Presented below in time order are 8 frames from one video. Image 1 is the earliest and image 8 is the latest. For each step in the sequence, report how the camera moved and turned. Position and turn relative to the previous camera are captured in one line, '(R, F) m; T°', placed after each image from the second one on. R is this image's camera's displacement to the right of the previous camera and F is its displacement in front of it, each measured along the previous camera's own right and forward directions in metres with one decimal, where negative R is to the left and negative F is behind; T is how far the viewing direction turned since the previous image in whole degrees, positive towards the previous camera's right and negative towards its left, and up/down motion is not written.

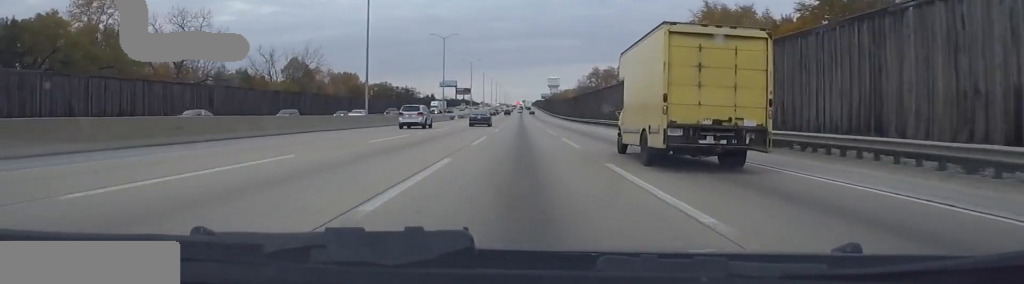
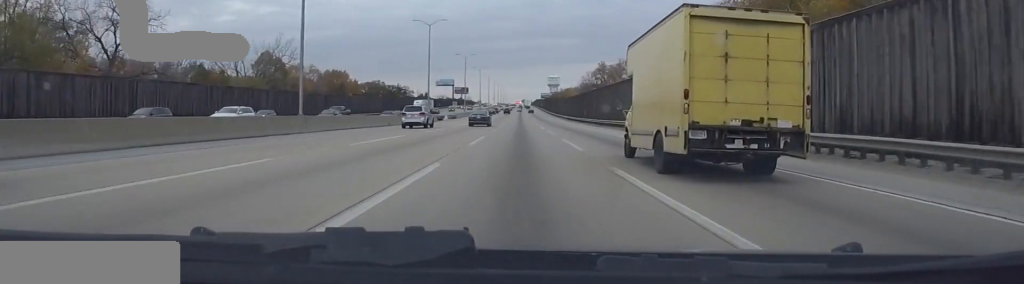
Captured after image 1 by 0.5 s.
(+0.6, +16.6) m; 0°
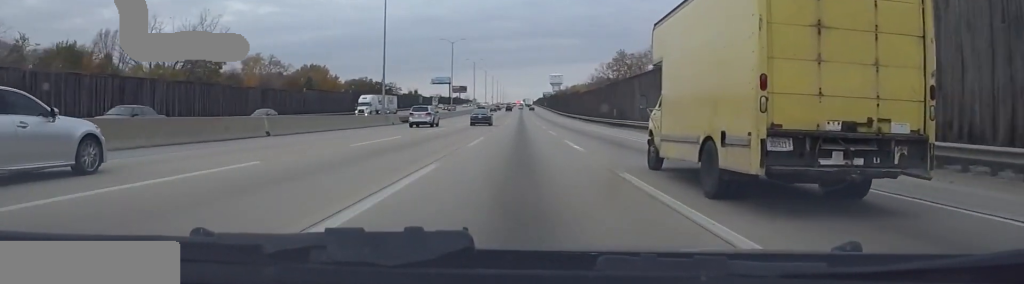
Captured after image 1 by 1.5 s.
(-0.4, +31.3) m; 0°
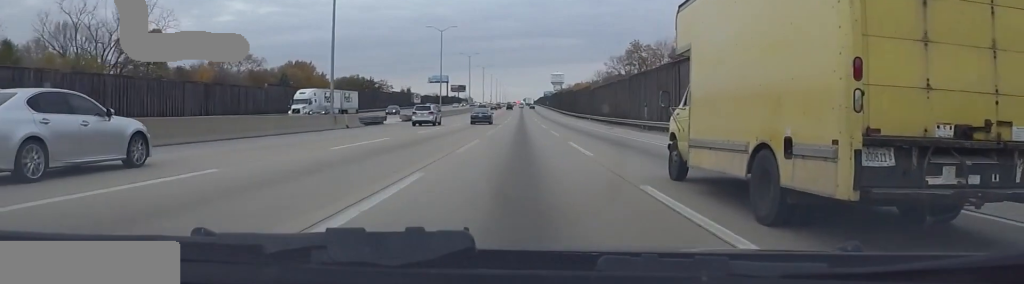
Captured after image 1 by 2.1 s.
(-0.4, +17.4) m; 0°
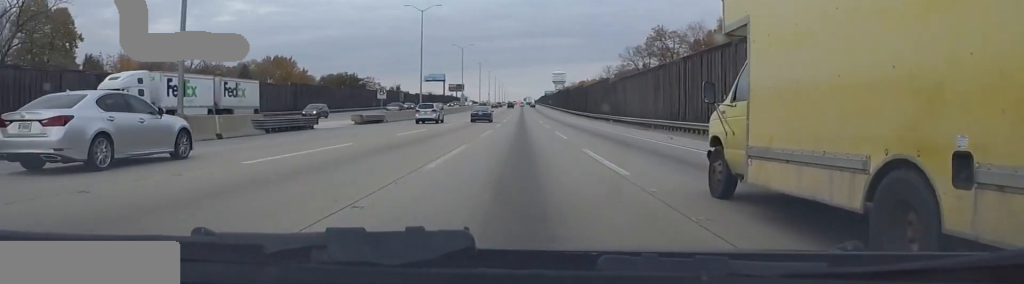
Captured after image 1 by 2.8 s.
(+1.0, +21.5) m; 0°
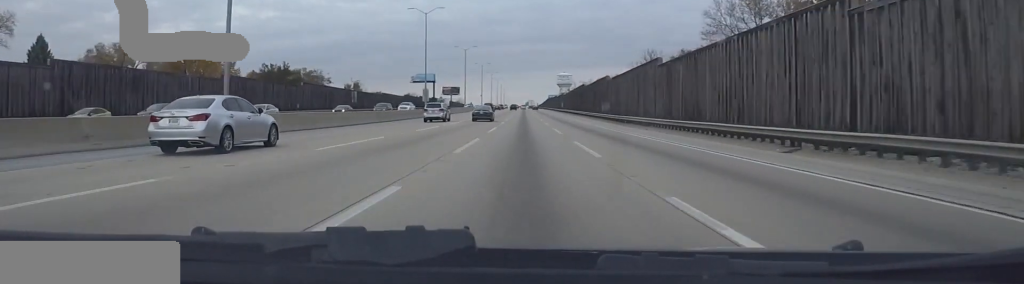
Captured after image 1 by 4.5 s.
(-0.3, +58.3) m; +1°
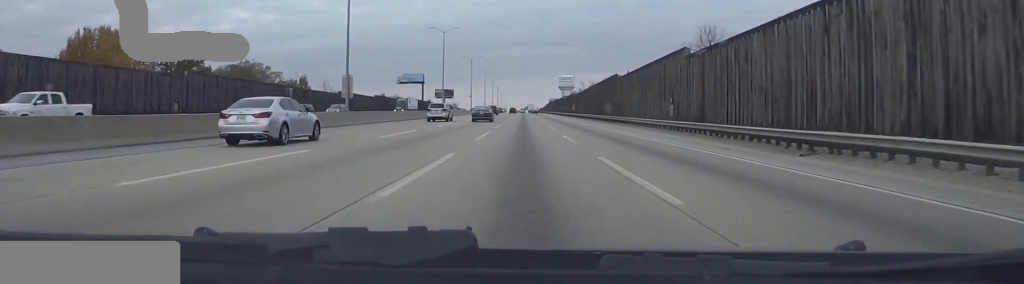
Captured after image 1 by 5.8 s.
(0.0, +39.3) m; 0°
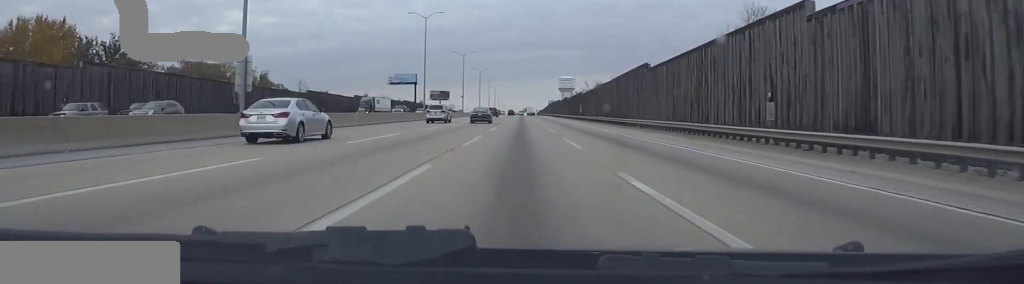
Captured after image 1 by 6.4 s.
(0.0, +19.1) m; -1°
